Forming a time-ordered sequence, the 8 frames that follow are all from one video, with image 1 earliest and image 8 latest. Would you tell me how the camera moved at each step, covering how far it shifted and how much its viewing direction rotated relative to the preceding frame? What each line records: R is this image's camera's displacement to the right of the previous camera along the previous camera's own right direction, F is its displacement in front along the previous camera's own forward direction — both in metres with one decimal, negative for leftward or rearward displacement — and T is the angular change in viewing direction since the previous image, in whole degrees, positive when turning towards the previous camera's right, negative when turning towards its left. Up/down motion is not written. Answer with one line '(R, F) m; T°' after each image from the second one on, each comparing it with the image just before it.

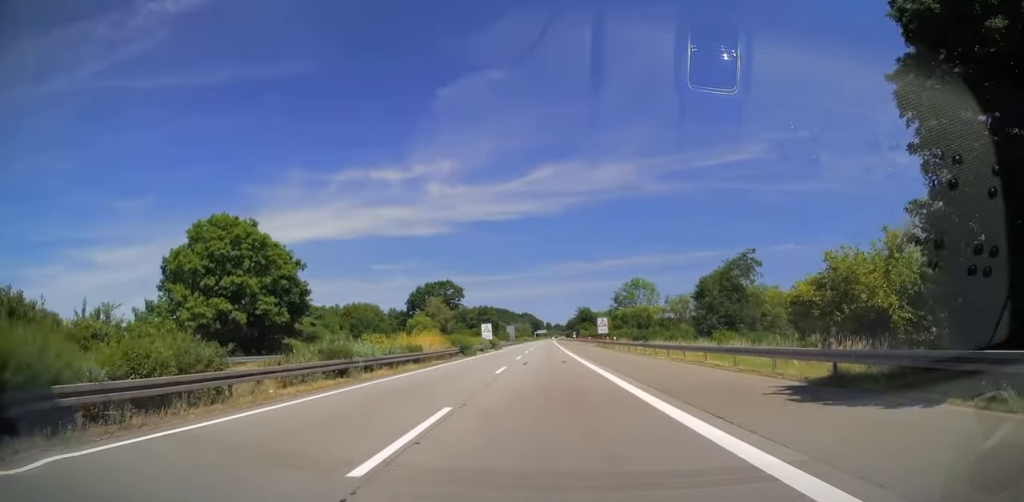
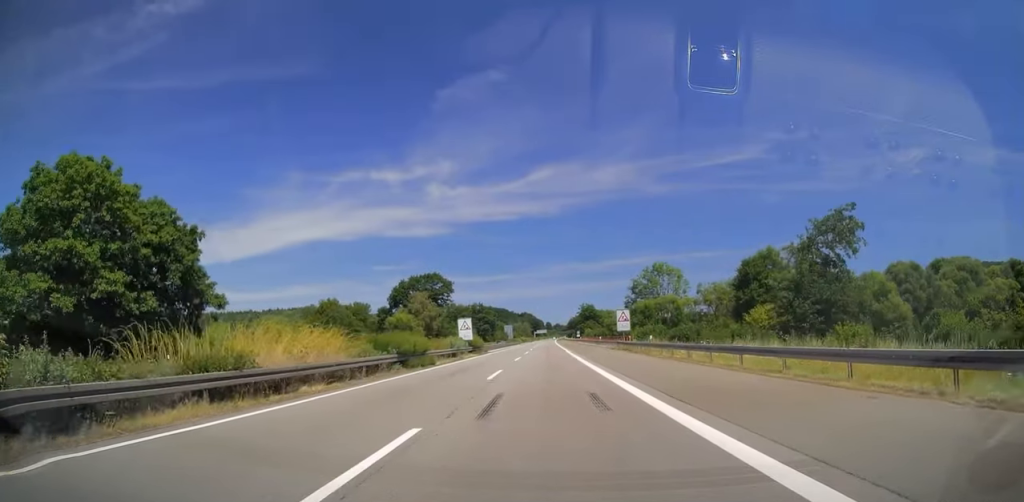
(-0.1, +20.6) m; 0°
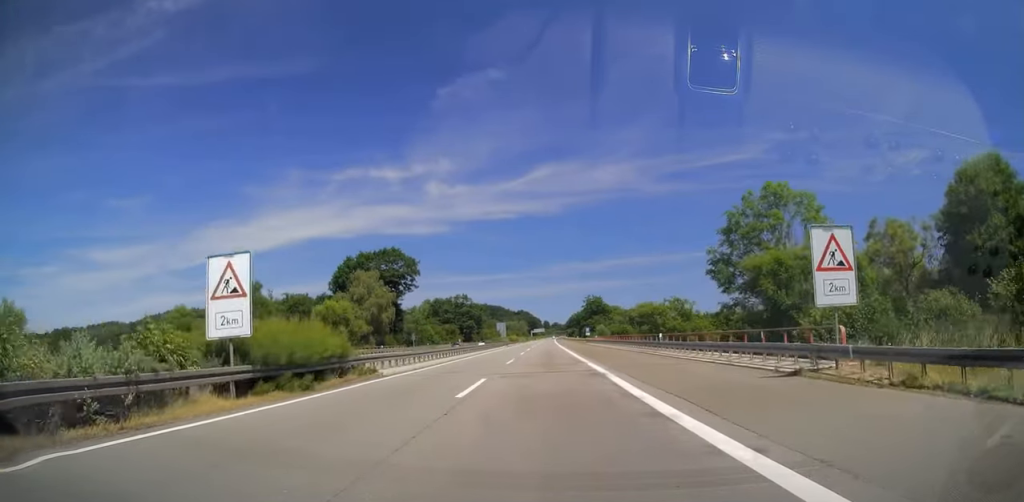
(+0.4, +42.6) m; +1°
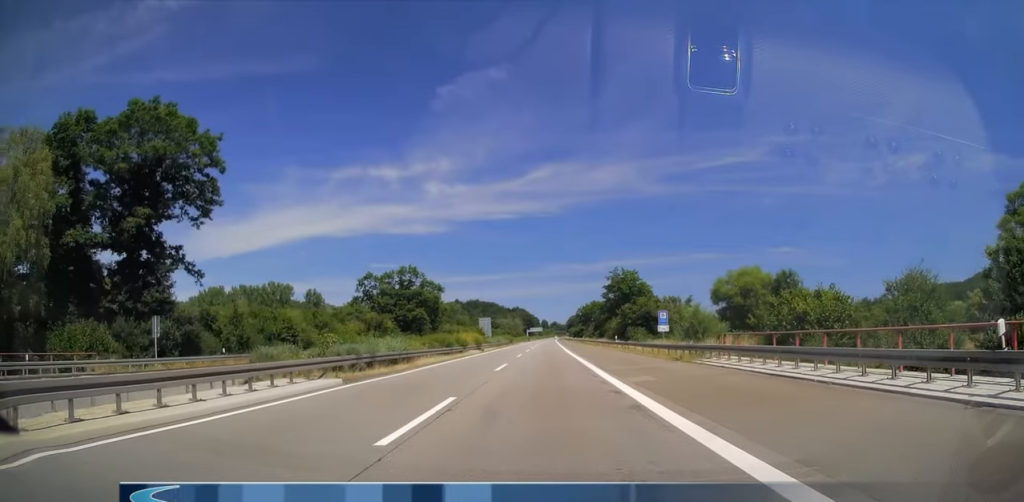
(0.0, +77.7) m; 0°
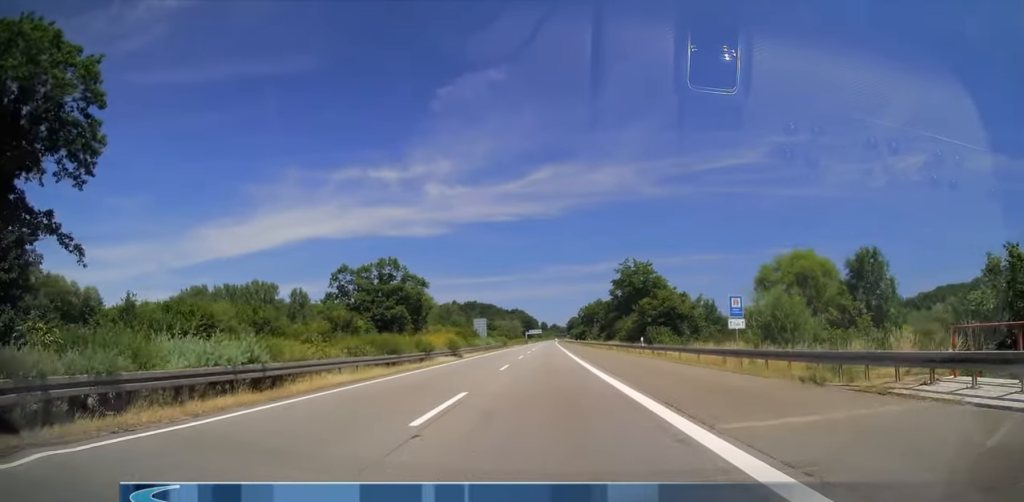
(0.0, +16.2) m; 0°
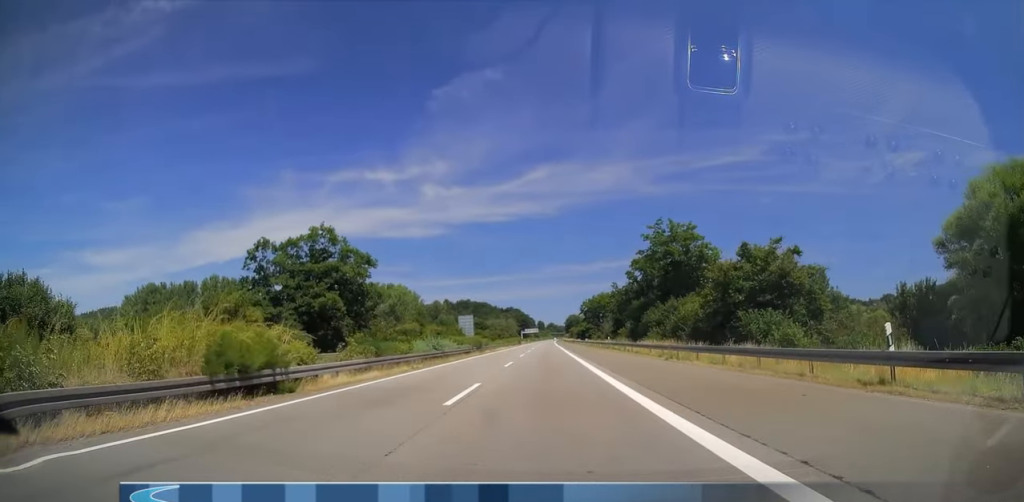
(0.0, +32.5) m; 0°
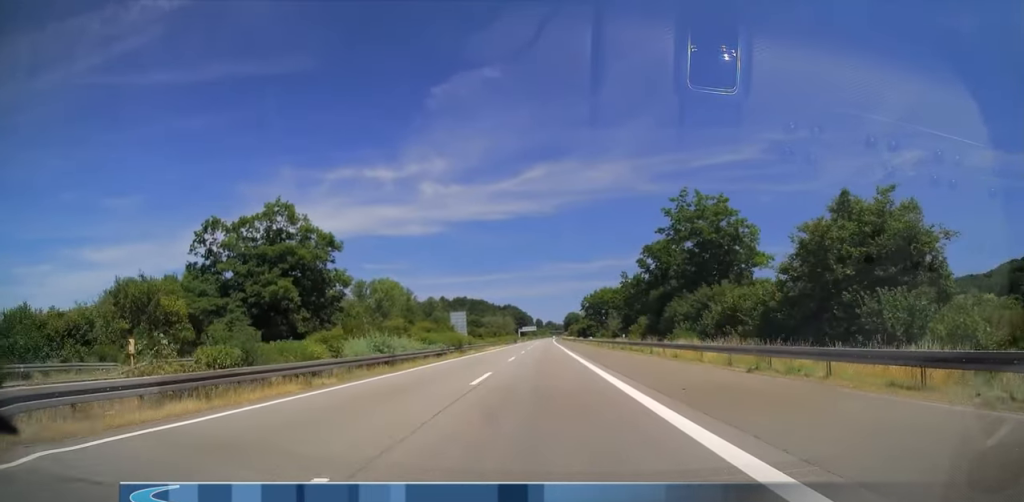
(0.0, +13.3) m; 0°
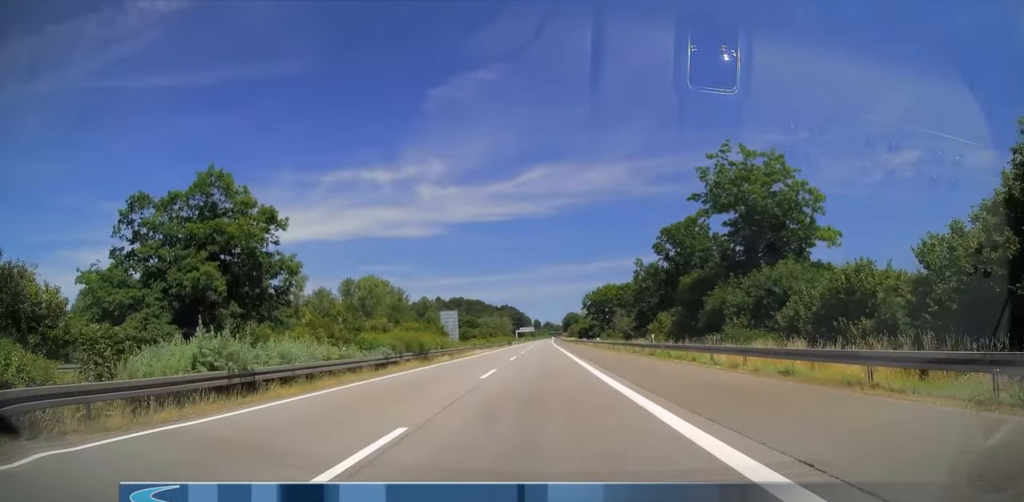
(0.0, +14.3) m; 0°
